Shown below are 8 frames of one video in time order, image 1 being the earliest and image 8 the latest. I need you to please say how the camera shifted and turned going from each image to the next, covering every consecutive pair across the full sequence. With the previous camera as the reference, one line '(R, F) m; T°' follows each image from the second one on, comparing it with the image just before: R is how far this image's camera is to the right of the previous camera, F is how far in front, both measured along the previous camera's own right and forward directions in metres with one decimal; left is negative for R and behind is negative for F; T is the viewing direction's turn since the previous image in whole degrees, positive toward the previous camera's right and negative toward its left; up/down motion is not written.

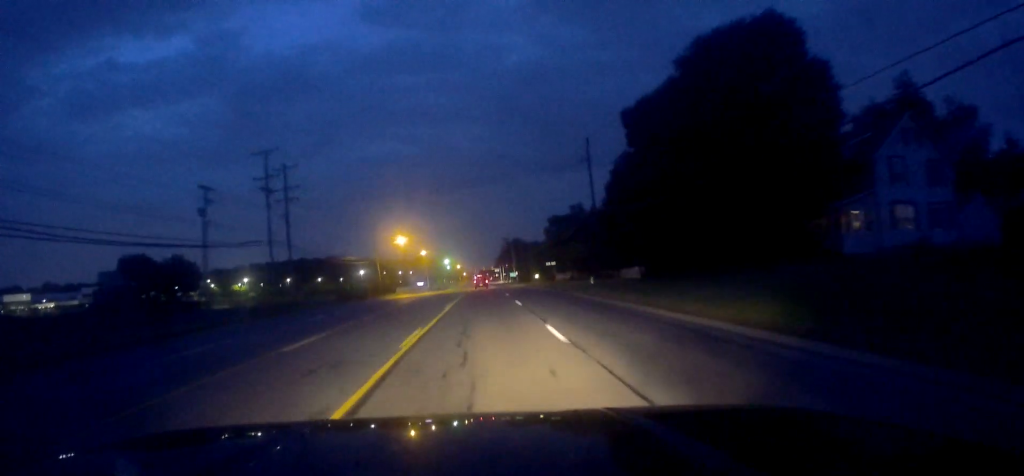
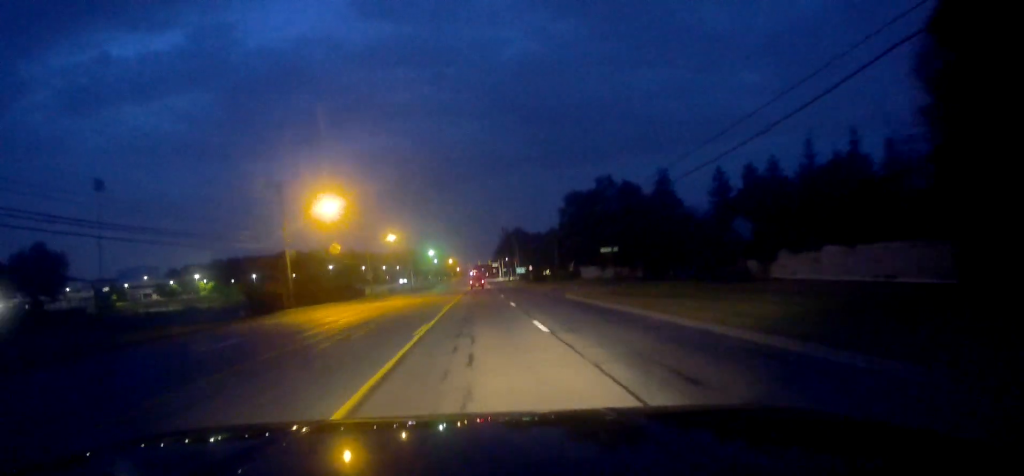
(-0.5, +36.8) m; 0°
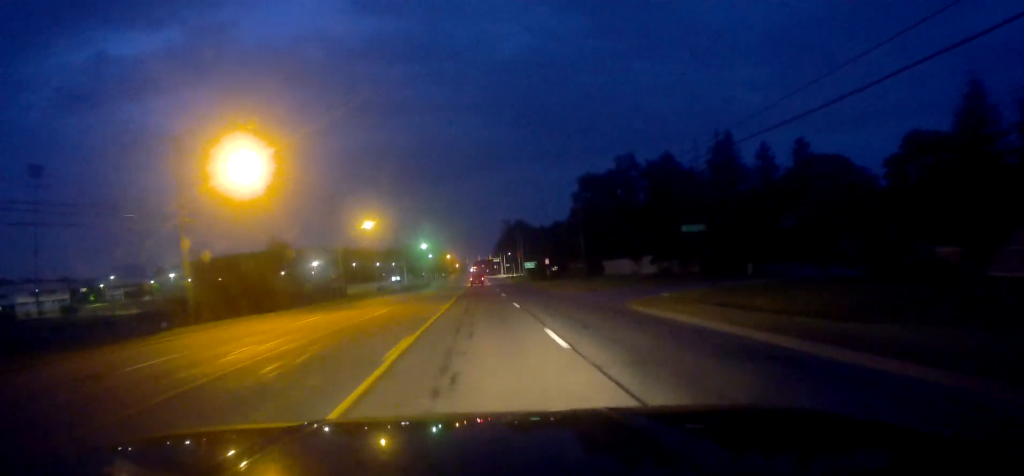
(+0.5, +17.9) m; +1°
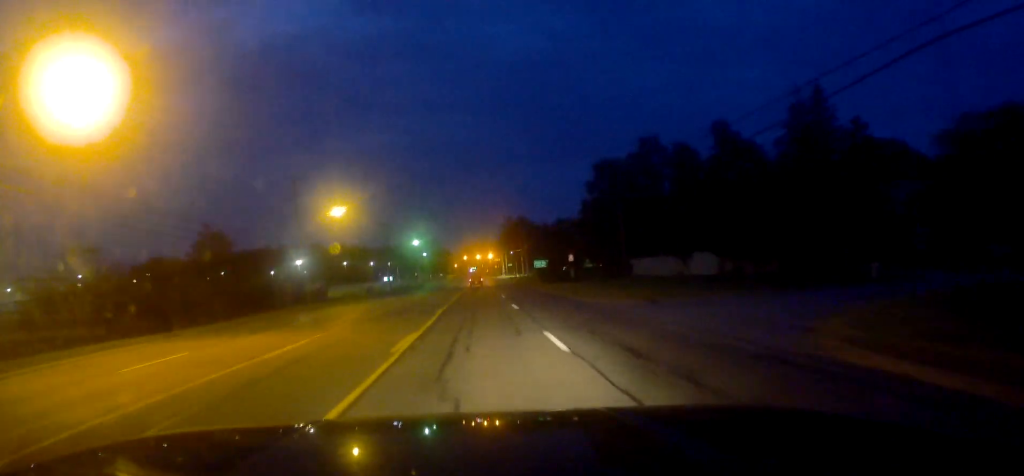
(-0.2, +14.8) m; 0°
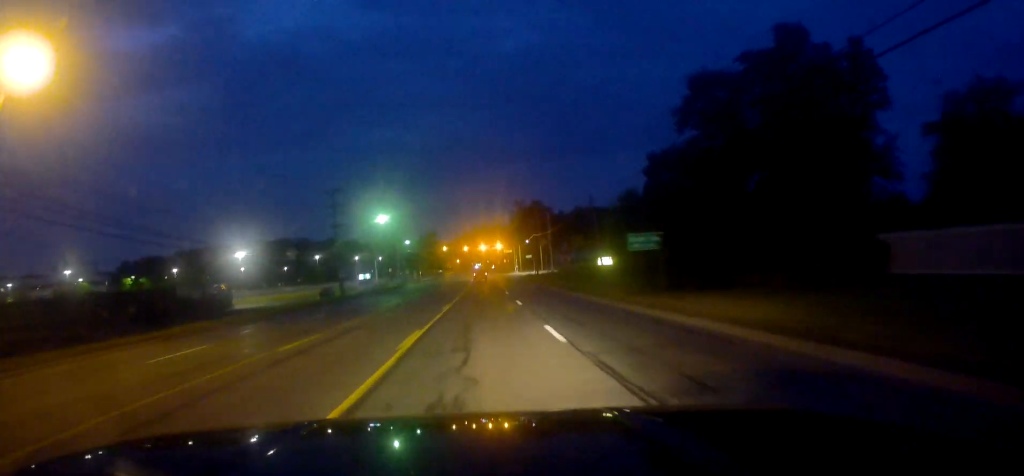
(+0.5, +42.8) m; -1°
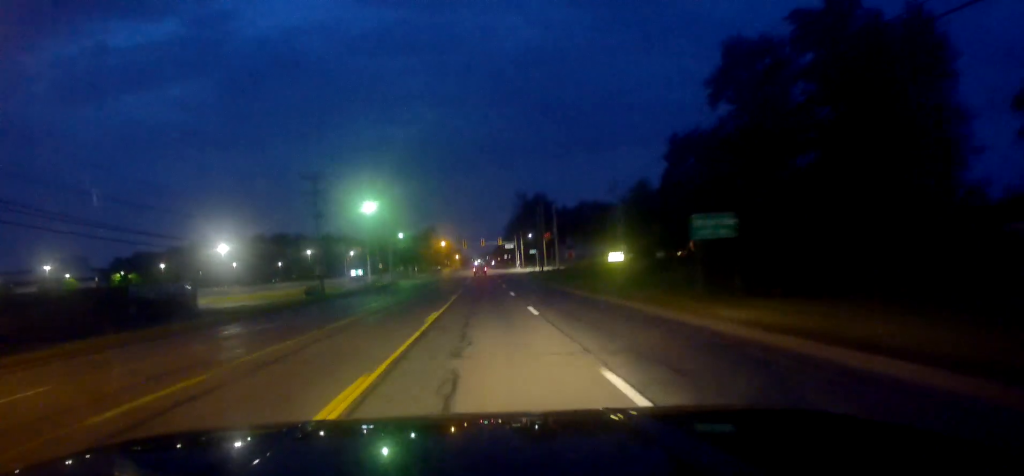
(0.0, +8.4) m; 0°
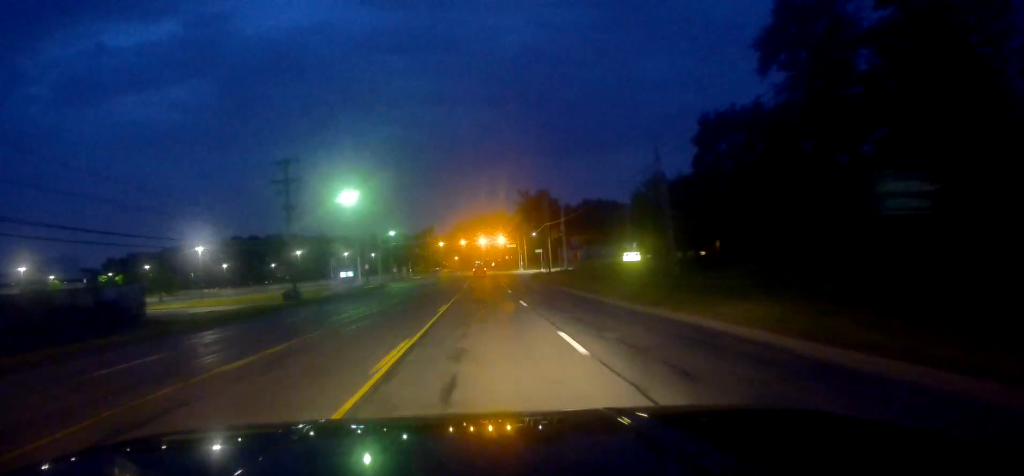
(-0.3, +9.9) m; 0°
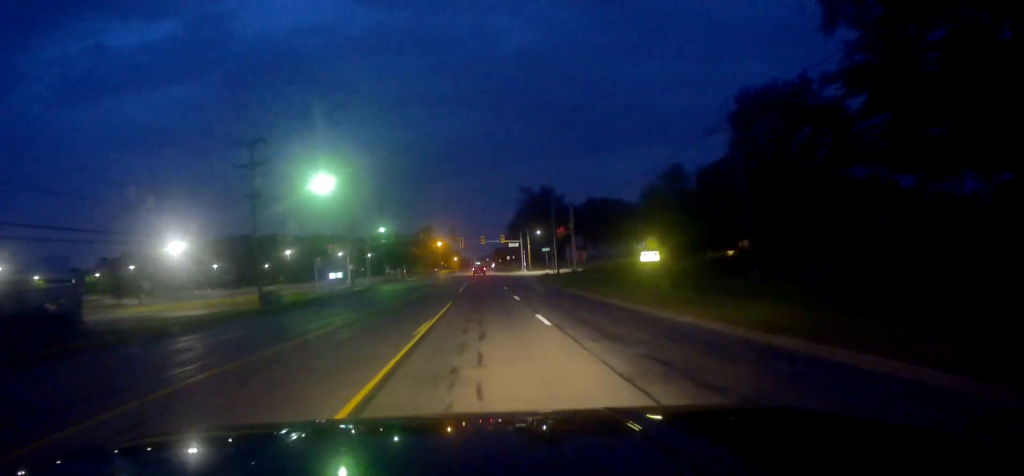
(-0.2, +9.1) m; 0°
